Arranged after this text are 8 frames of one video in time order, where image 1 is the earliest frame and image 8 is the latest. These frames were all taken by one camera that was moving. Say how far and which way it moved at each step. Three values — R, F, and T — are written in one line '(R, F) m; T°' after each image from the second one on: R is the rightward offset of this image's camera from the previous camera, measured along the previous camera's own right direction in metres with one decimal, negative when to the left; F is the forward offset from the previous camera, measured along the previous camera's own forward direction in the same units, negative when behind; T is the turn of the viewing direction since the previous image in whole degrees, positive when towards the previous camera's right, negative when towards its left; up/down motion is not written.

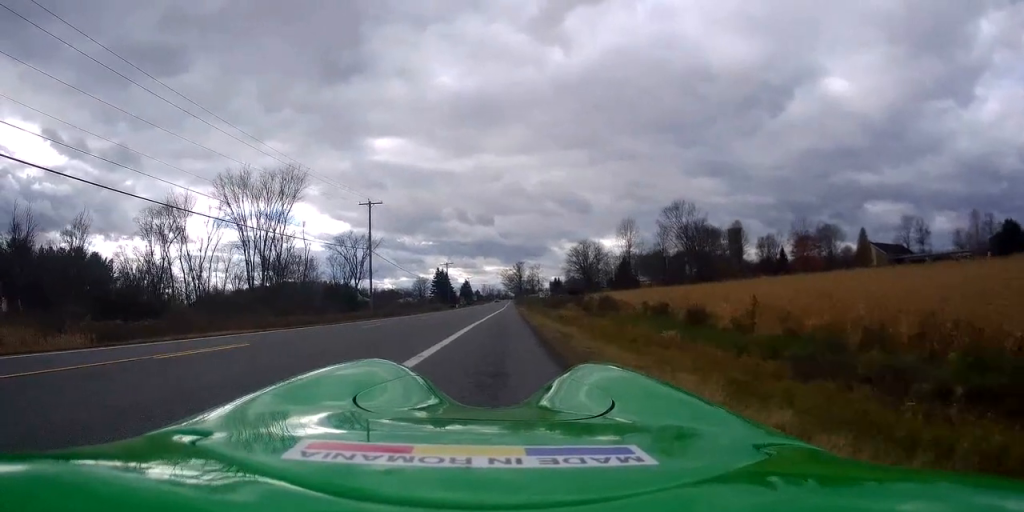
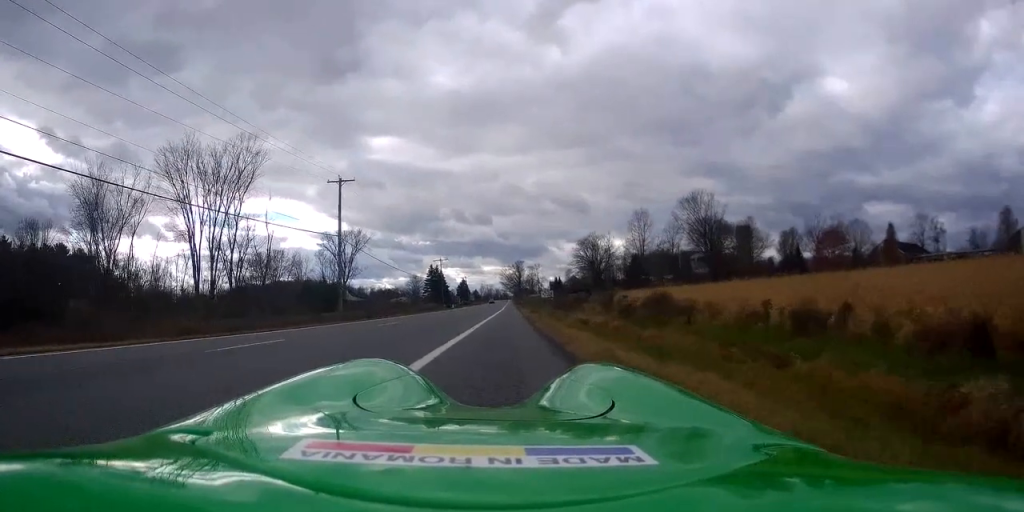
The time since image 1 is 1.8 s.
(+0.6, +10.8) m; +1°
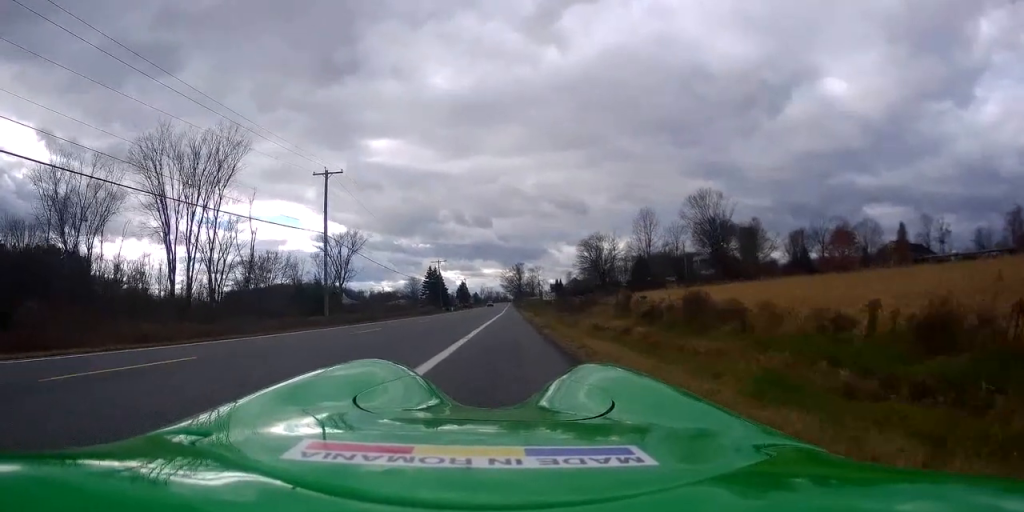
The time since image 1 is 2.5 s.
(+0.1, +3.9) m; -4°
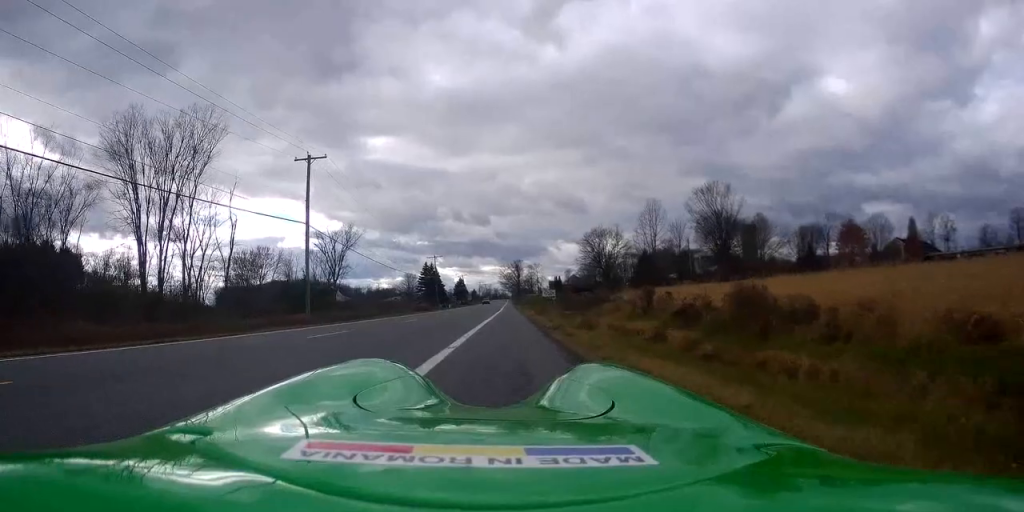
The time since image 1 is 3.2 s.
(-0.5, +3.9) m; +3°
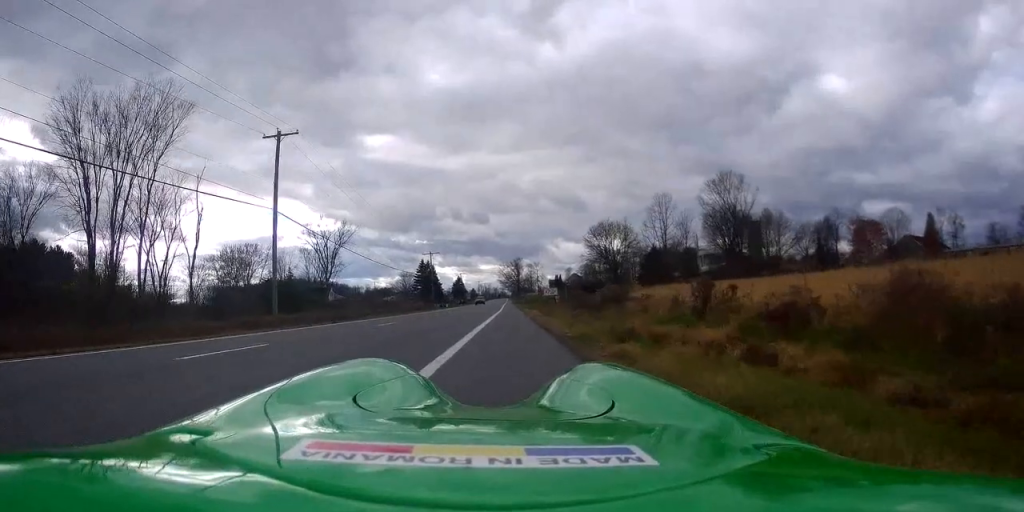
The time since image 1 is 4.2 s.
(+0.6, +5.7) m; +6°
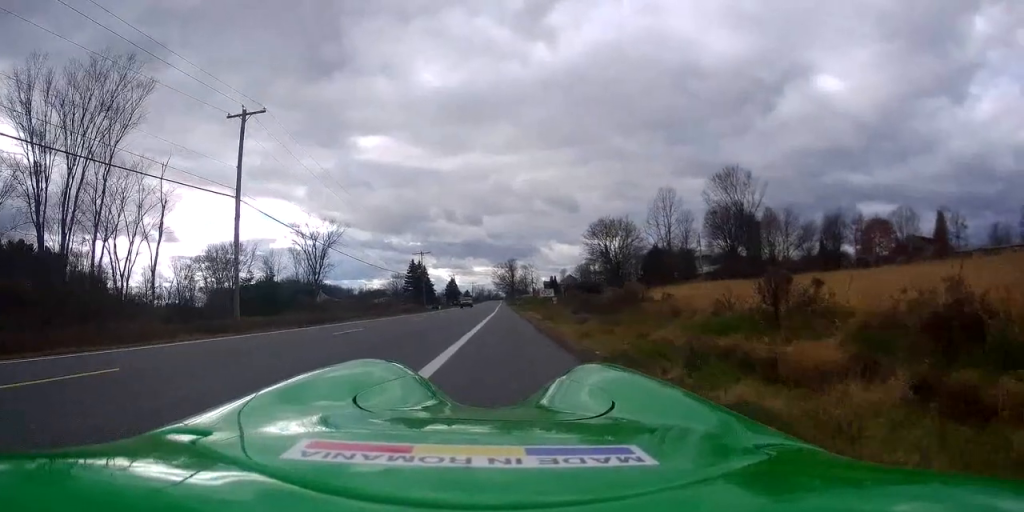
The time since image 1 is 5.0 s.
(+0.1, +4.6) m; -2°
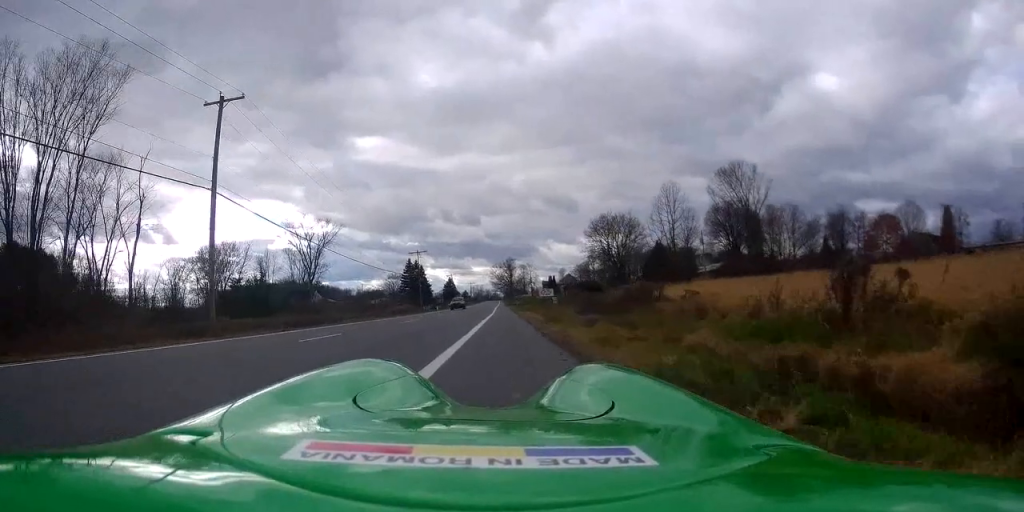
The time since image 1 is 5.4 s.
(0.0, +2.4) m; -3°
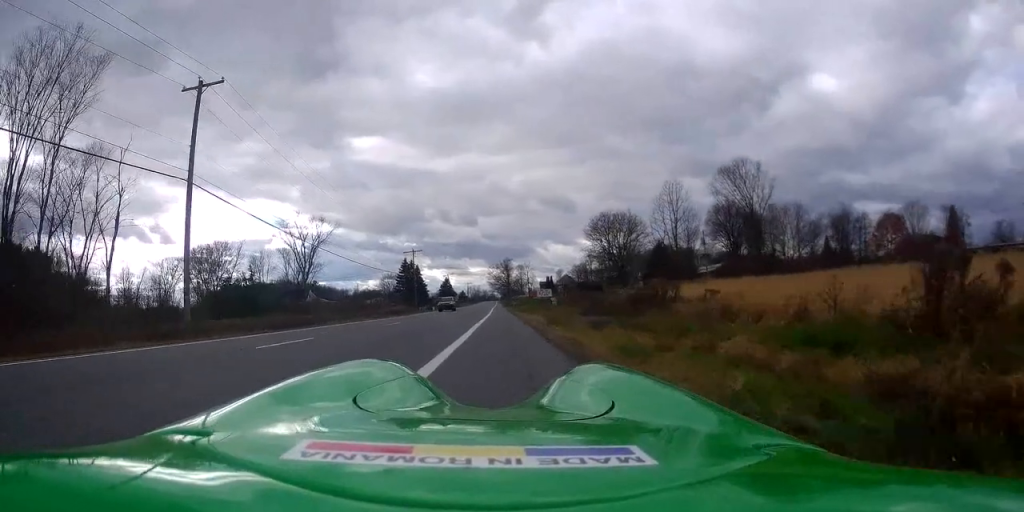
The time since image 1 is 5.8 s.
(-0.1, +2.1) m; -3°
